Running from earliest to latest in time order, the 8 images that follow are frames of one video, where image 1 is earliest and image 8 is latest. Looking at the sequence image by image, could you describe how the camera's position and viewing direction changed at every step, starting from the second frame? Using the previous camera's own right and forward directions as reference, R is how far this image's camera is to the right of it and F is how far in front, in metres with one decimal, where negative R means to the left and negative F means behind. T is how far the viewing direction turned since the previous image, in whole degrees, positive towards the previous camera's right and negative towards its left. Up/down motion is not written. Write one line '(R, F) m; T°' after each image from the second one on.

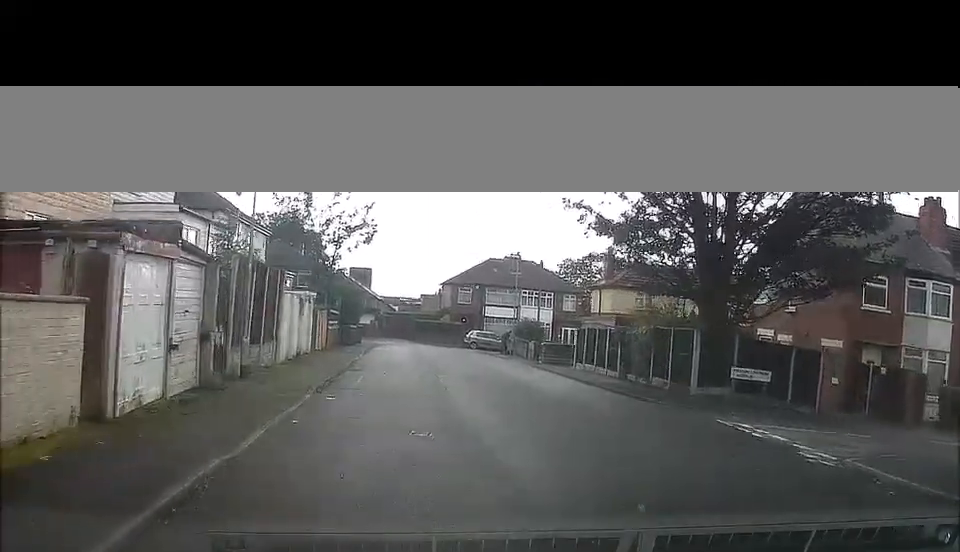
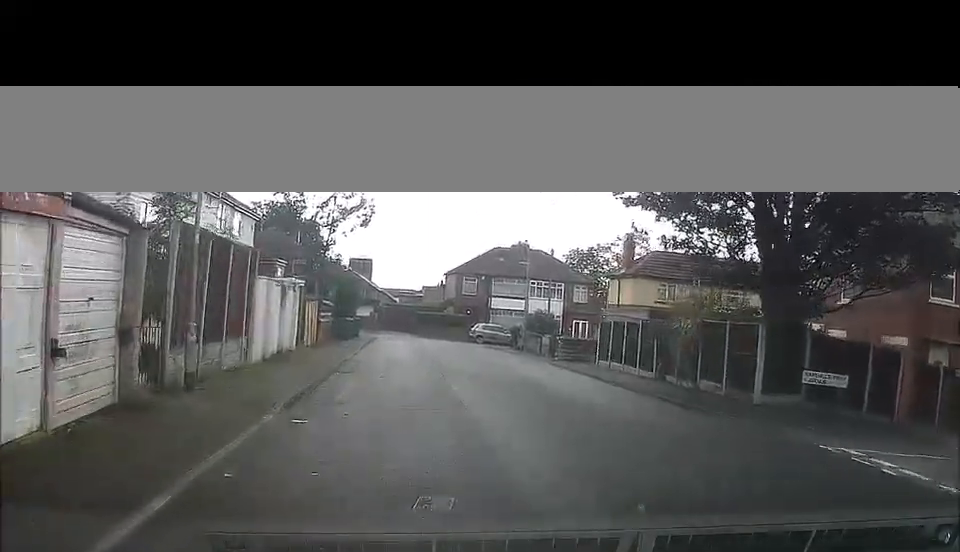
(+0.2, +4.2) m; 0°
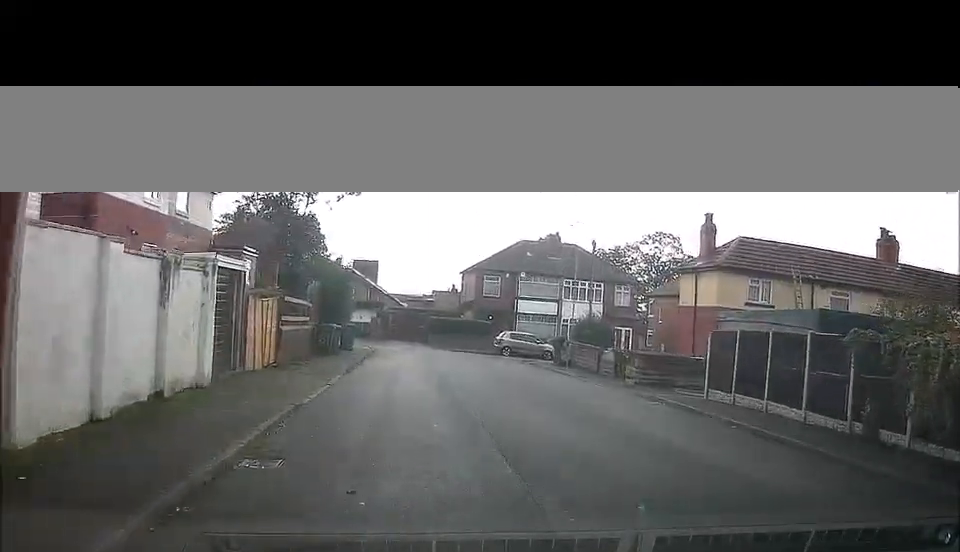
(0.0, +11.9) m; 0°
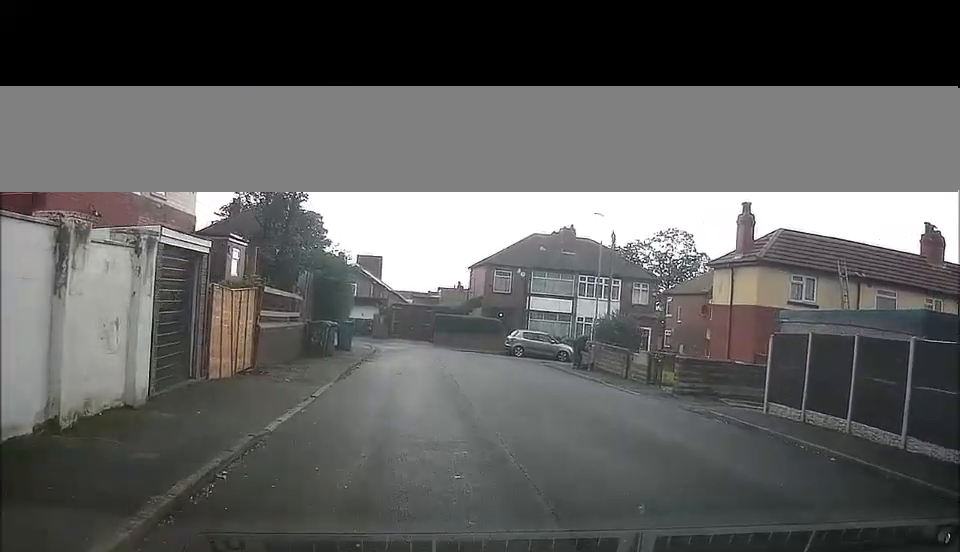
(+0.2, +3.5) m; -1°
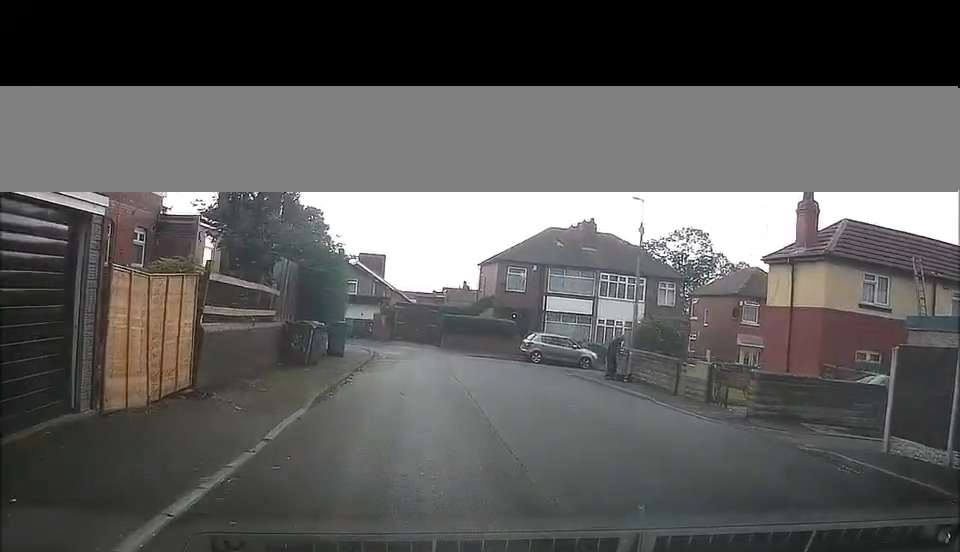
(-0.4, +4.8) m; -7°
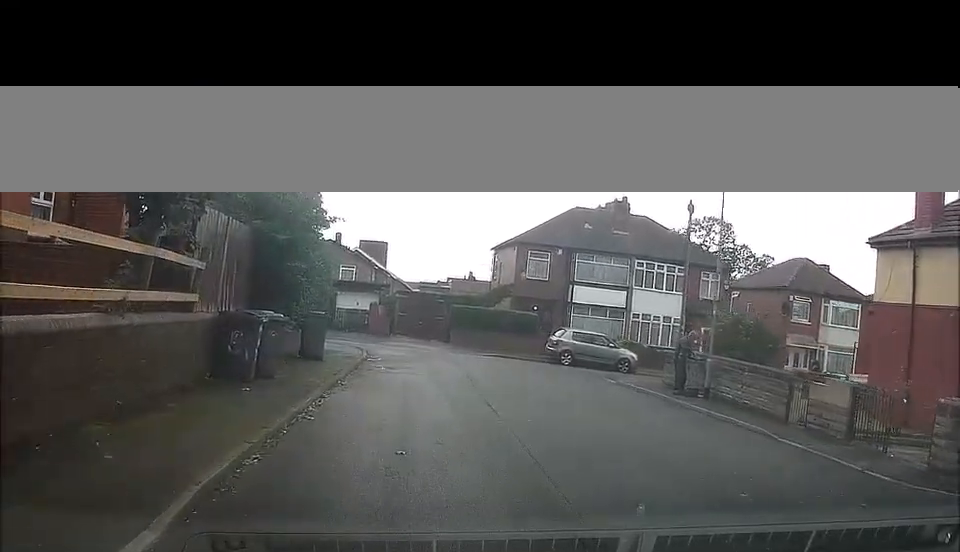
(-0.5, +7.1) m; -2°
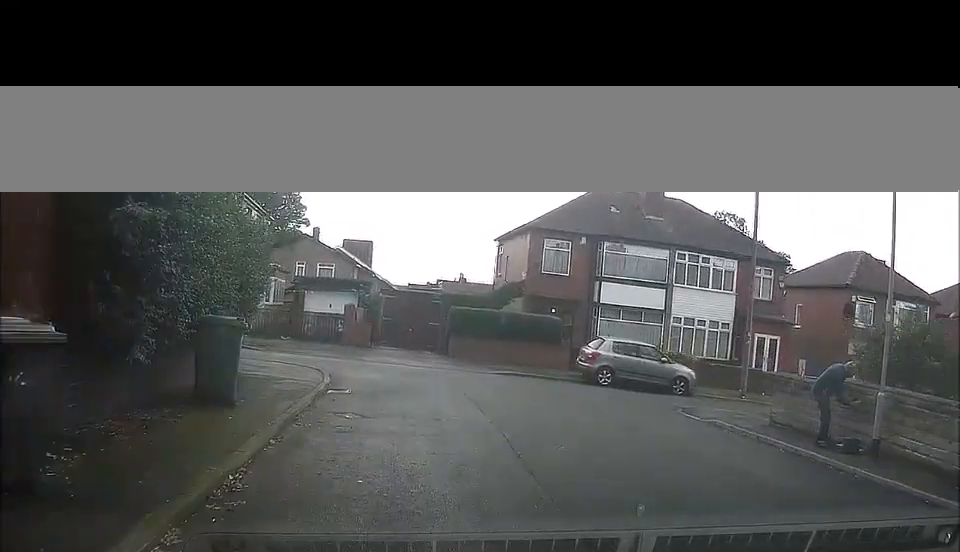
(+0.5, +8.1) m; +5°
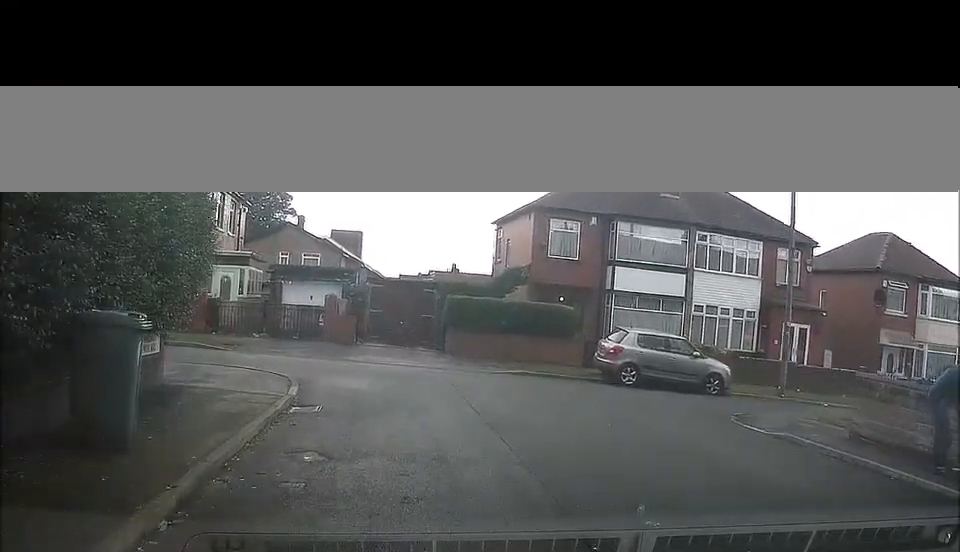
(-0.1, +2.7) m; +2°
